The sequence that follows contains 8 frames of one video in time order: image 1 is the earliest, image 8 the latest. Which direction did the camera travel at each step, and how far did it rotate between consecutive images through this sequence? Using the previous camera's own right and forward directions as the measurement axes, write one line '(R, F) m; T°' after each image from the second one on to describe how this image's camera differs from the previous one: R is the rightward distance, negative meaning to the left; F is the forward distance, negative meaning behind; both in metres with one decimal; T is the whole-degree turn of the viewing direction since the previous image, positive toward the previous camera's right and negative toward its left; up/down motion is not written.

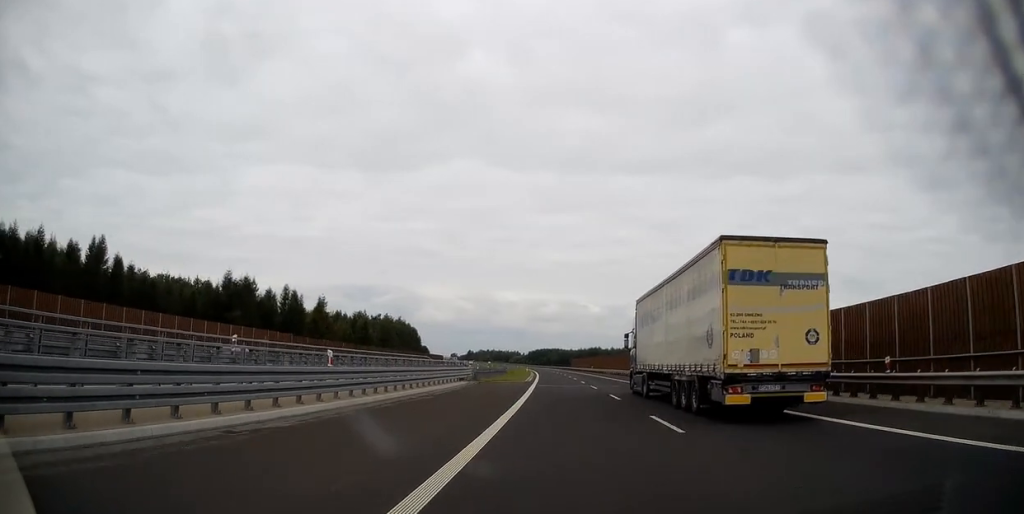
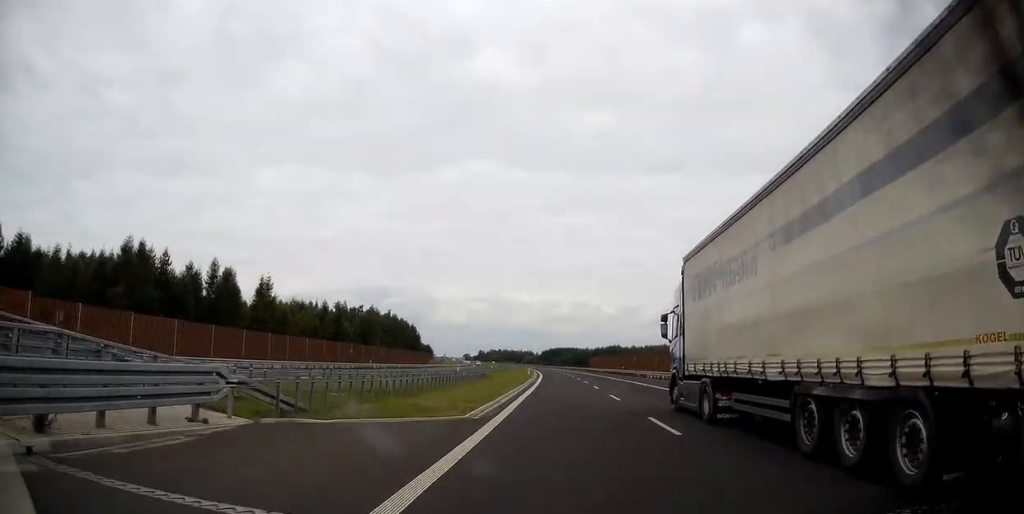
(-0.2, +35.5) m; -1°
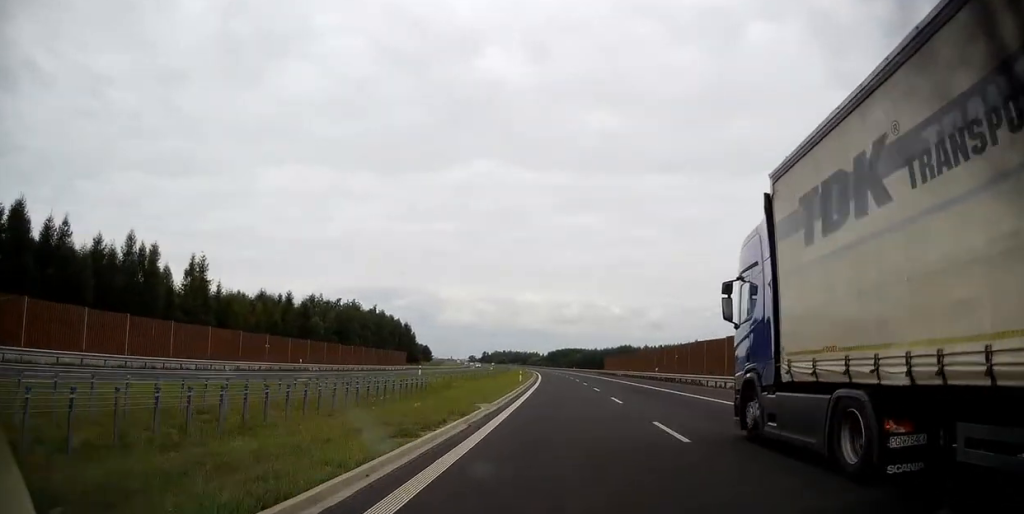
(-0.4, +24.7) m; -1°
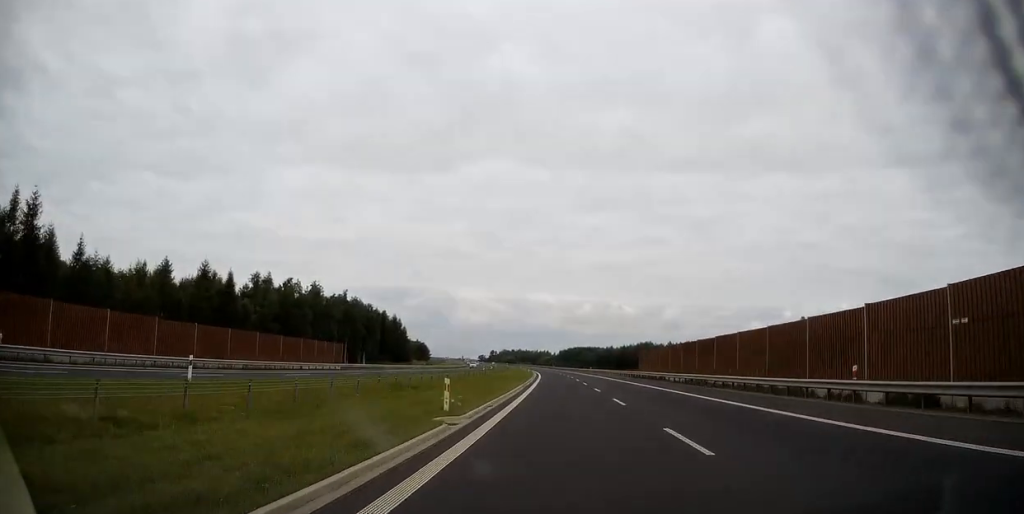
(-0.3, +36.5) m; -1°
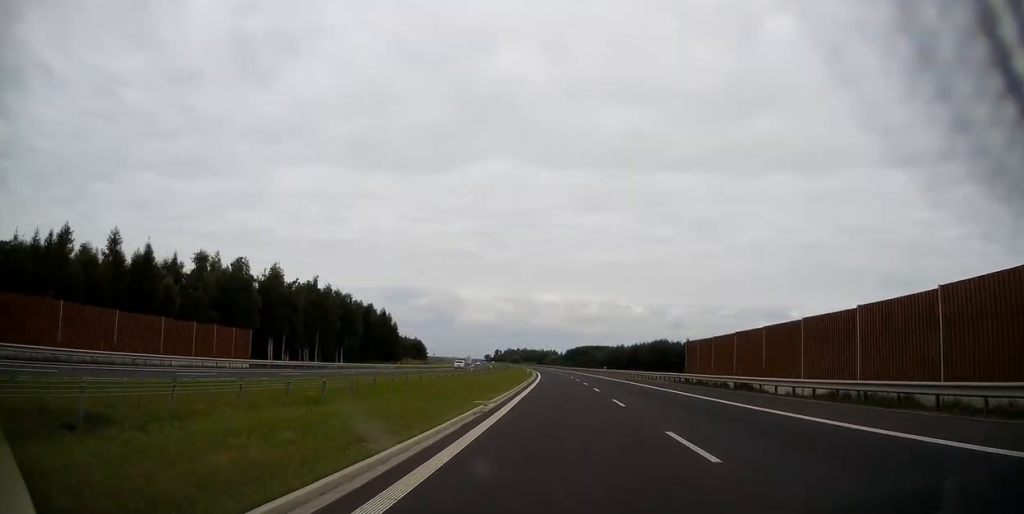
(0.0, +24.6) m; 0°
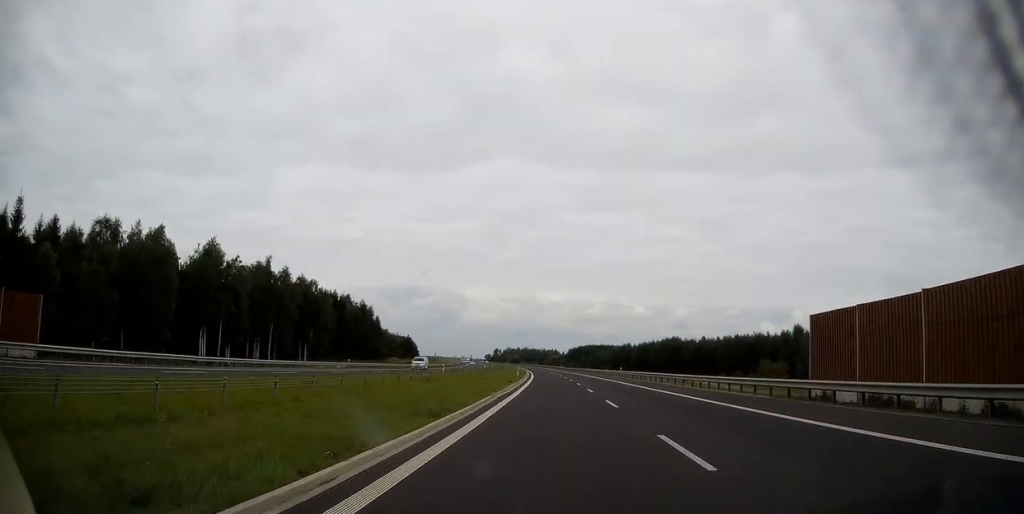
(+0.1, +24.6) m; -1°
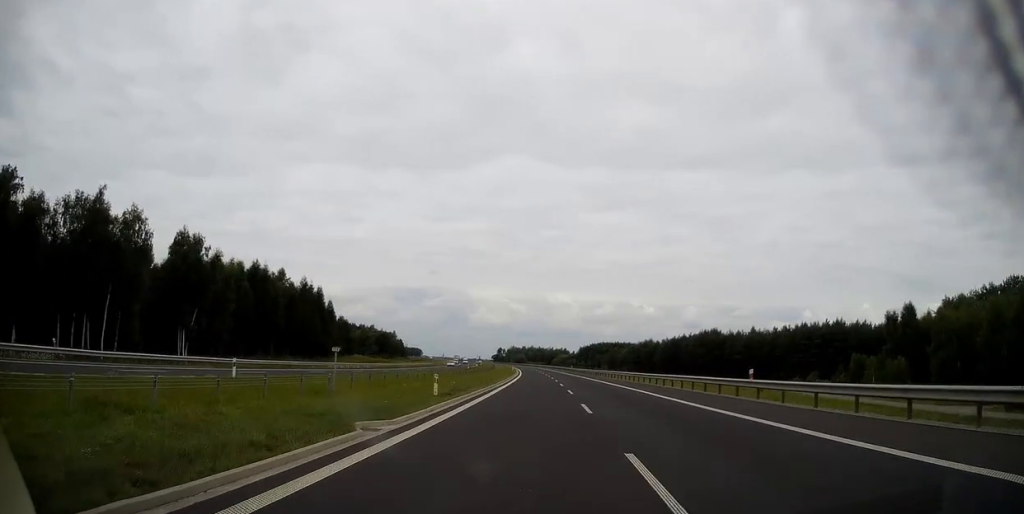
(-0.9, +50.1) m; -1°
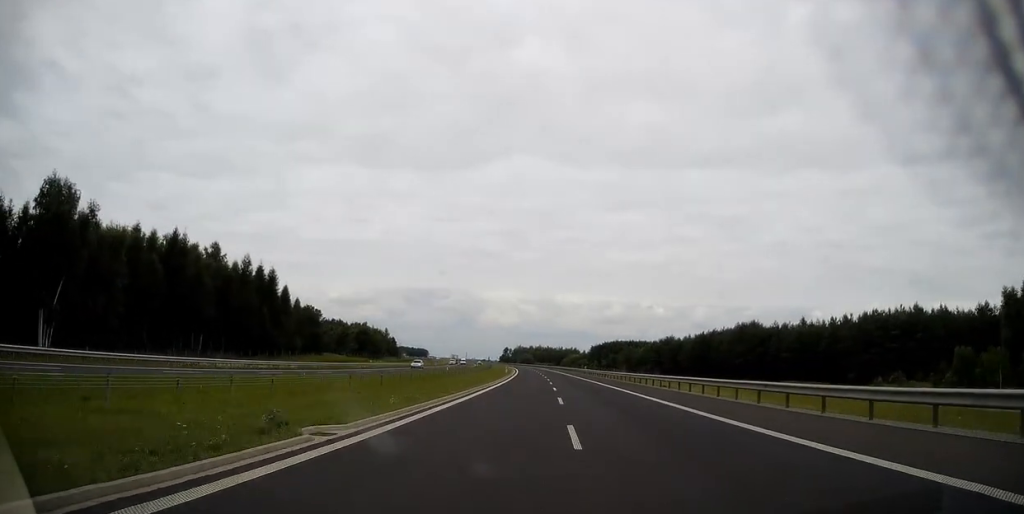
(-0.1, +31.4) m; -1°
